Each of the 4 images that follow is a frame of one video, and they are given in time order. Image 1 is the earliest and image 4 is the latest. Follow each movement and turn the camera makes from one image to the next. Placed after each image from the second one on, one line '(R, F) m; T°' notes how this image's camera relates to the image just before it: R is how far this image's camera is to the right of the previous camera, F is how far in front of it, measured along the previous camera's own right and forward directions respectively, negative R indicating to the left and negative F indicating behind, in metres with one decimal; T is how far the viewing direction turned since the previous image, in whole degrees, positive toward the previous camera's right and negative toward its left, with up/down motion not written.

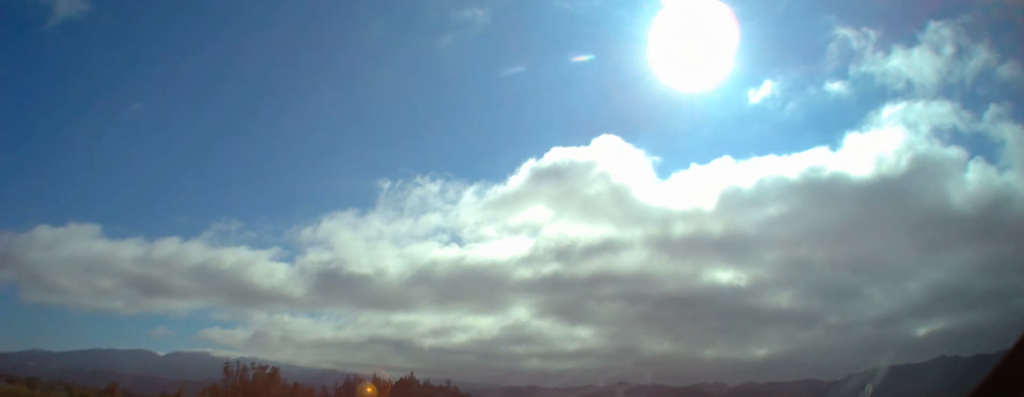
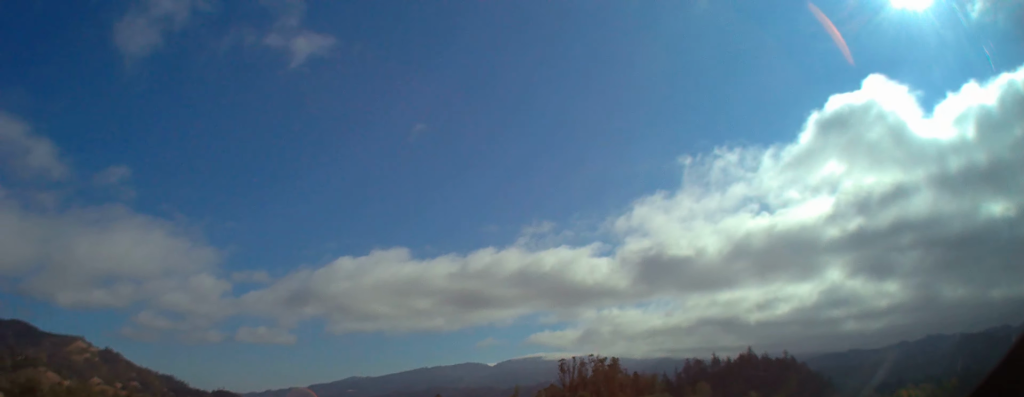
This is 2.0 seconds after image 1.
(-4.8, +18.8) m; -42°
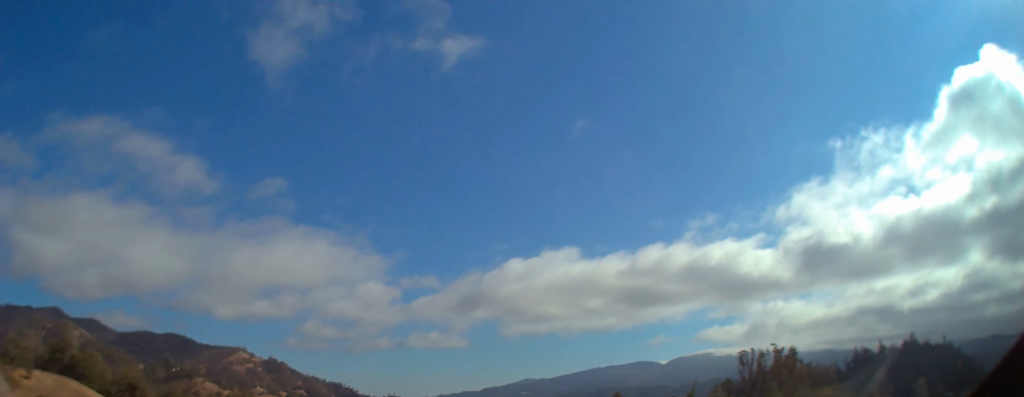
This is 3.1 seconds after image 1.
(-3.6, +10.0) m; -30°
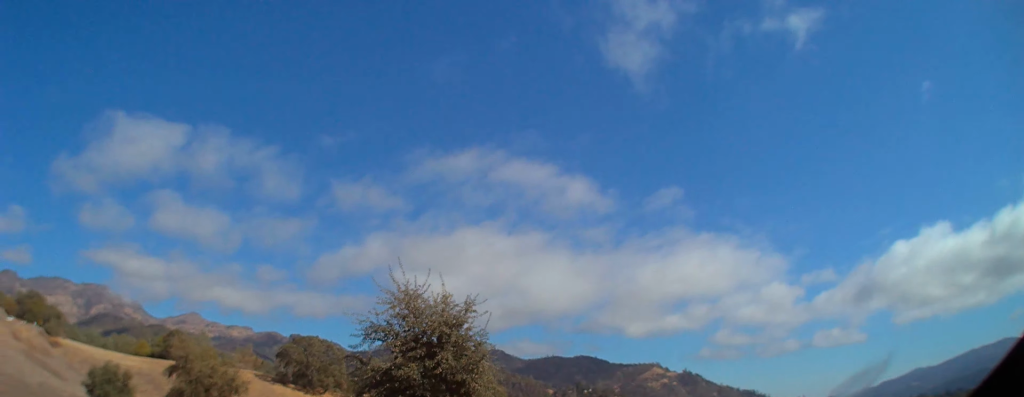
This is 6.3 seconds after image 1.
(-12.4, +23.4) m; -53°
